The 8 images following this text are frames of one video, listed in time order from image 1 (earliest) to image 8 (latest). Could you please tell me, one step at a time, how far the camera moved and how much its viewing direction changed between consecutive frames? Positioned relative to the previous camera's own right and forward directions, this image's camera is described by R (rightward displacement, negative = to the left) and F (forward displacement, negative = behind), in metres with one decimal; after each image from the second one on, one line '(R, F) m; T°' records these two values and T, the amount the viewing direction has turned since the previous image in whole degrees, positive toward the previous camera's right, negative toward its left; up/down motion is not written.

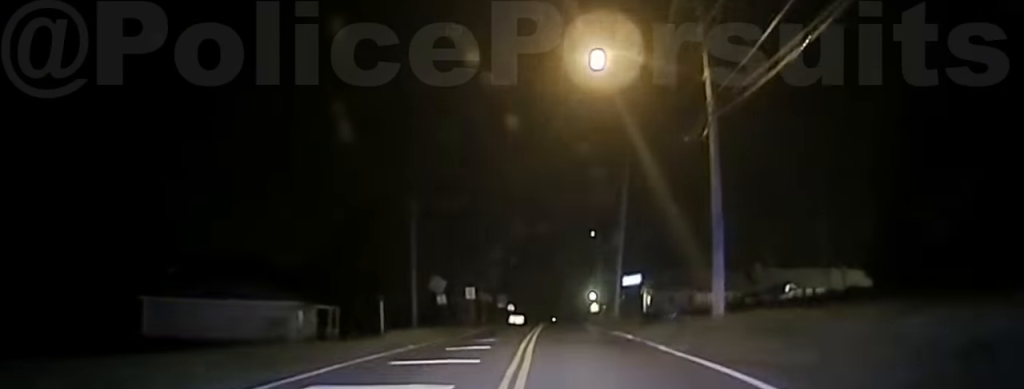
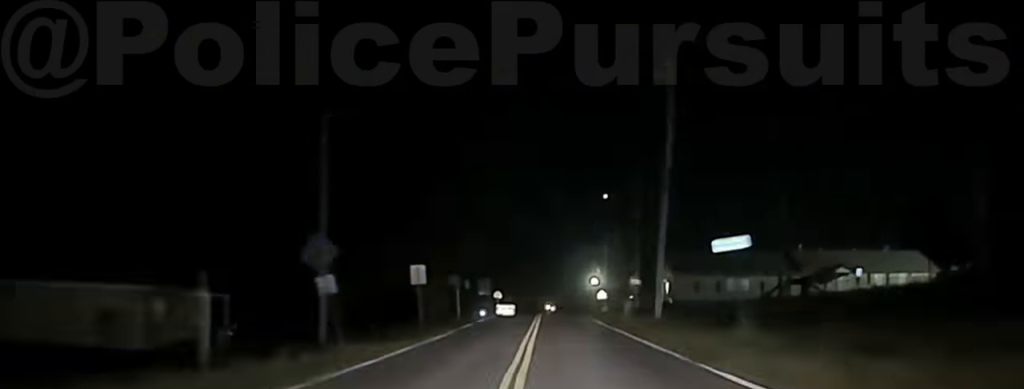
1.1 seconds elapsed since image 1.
(+0.1, +23.8) m; +1°
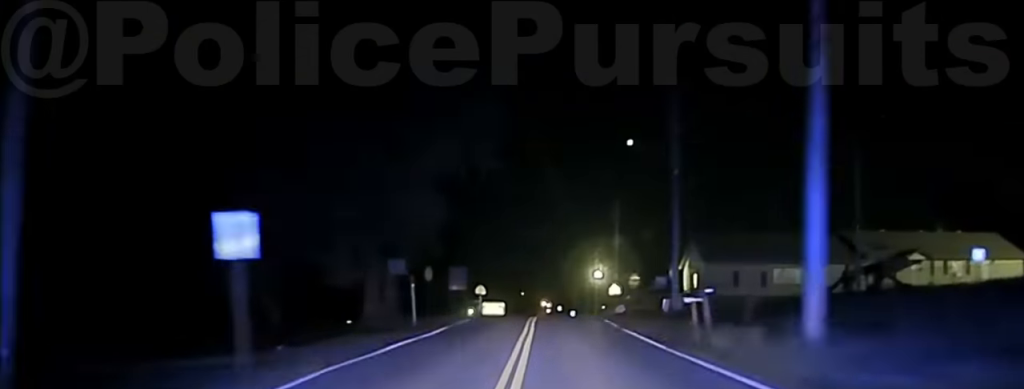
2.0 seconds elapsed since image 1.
(+0.2, +21.9) m; +1°
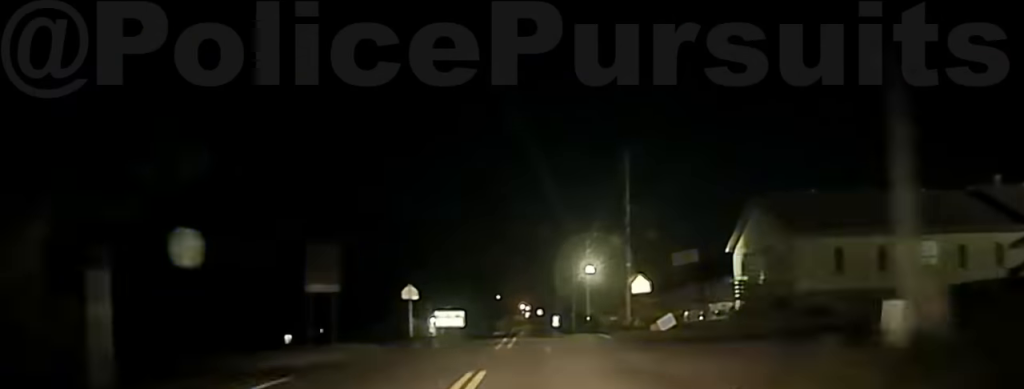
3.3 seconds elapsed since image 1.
(+0.6, +32.1) m; 0°
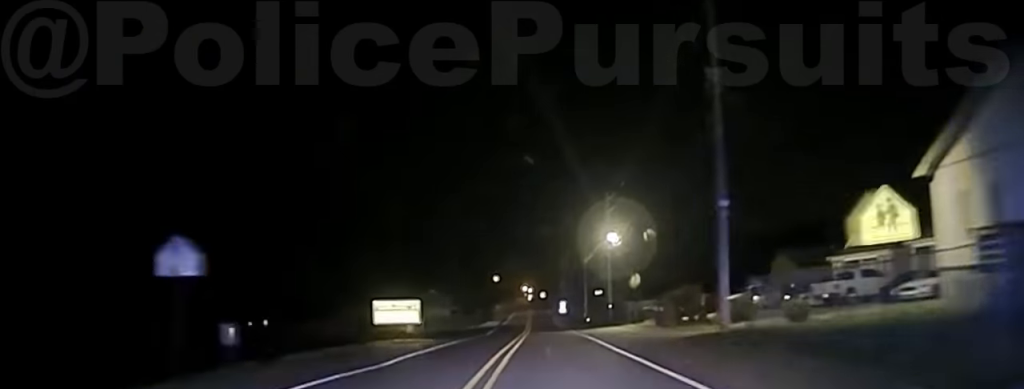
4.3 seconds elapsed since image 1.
(-0.5, +28.3) m; 0°
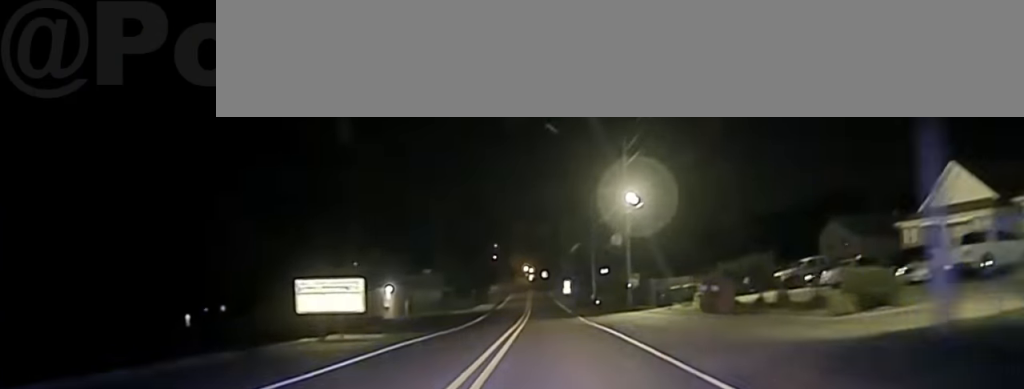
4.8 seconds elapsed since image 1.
(+0.2, +15.3) m; 0°
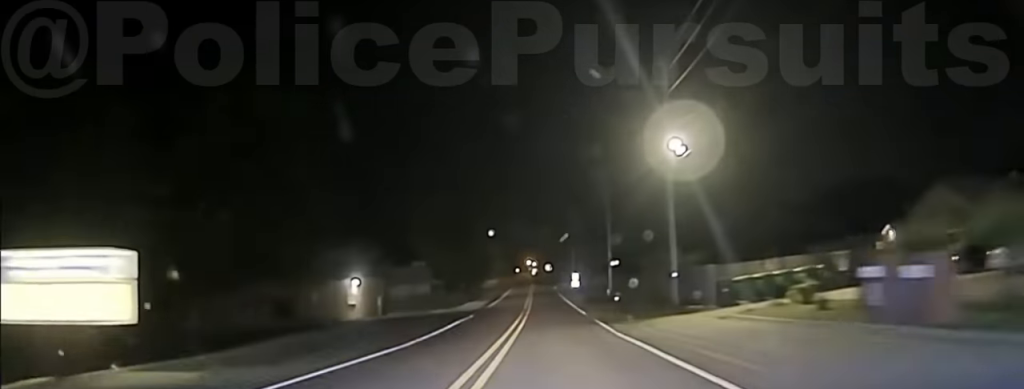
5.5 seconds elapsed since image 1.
(+0.1, +18.2) m; 0°
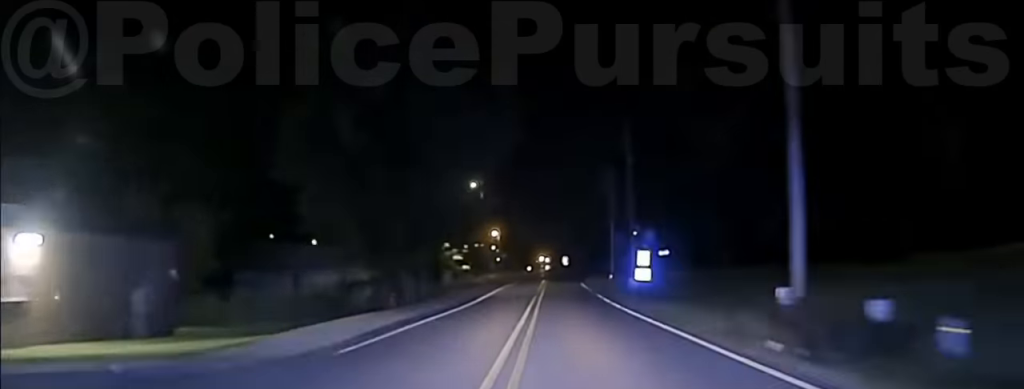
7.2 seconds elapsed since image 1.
(-0.1, +49.7) m; 0°
